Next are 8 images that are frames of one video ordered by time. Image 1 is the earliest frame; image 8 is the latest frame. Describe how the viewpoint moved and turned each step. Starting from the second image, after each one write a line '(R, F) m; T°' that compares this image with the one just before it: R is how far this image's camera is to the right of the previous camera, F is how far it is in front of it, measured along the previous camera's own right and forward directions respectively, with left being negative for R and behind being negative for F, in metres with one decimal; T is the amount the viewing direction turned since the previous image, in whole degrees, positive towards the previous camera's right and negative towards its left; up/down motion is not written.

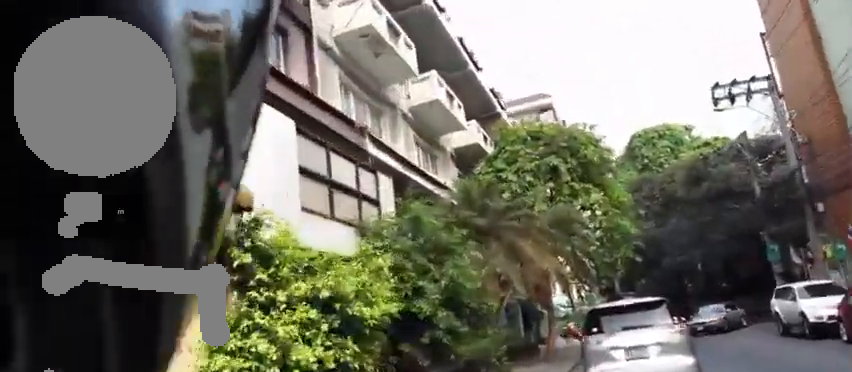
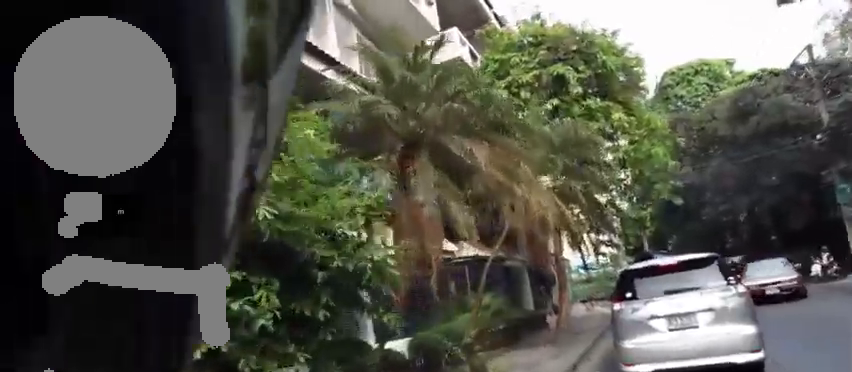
(+0.5, +4.7) m; +6°
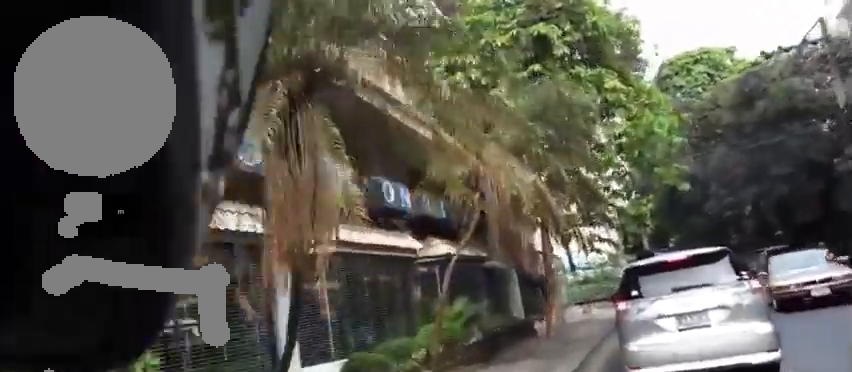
(0.0, +2.7) m; 0°
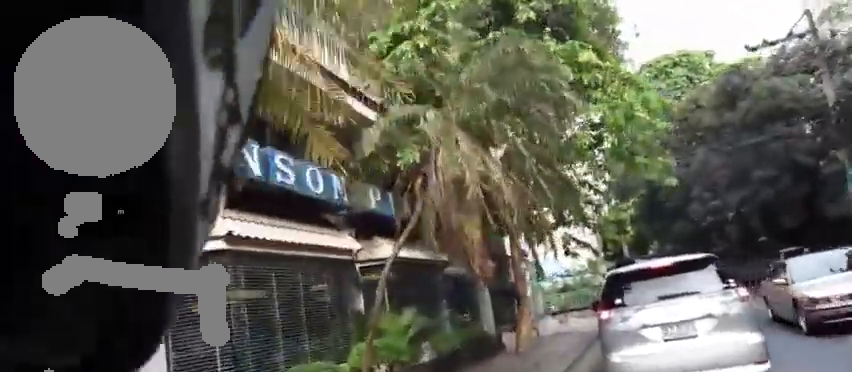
(0.0, +2.2) m; -1°
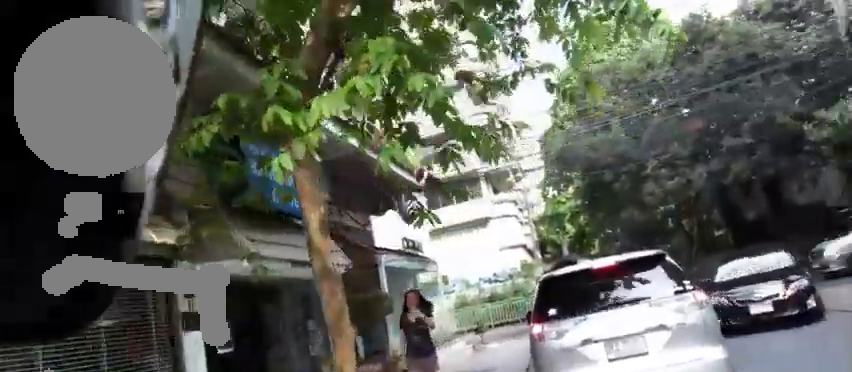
(-0.3, +8.9) m; -4°
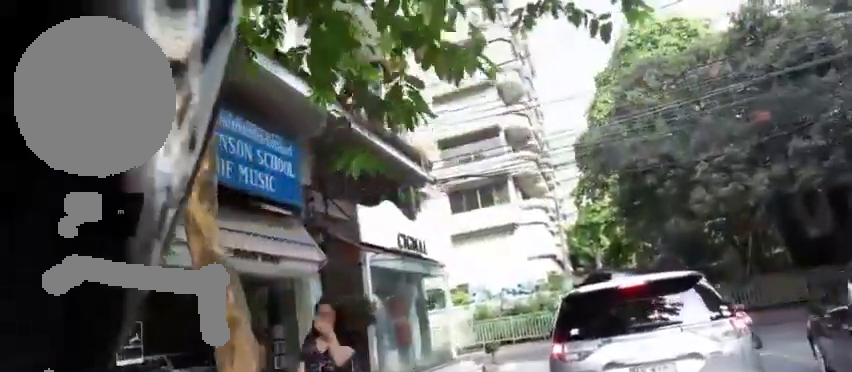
(-0.1, +2.7) m; -4°
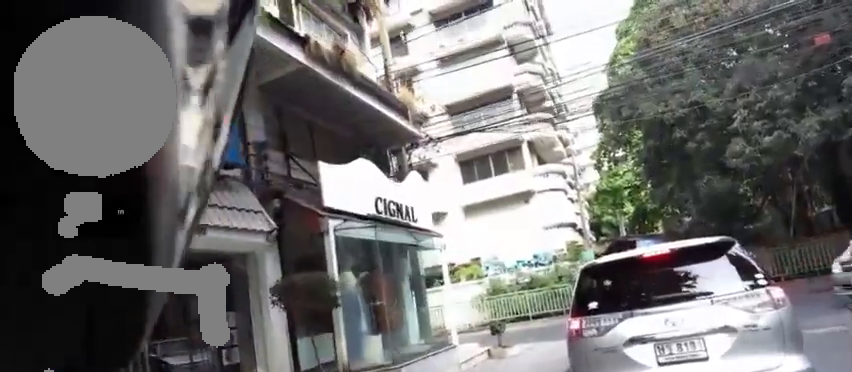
(-0.1, +2.4) m; +3°
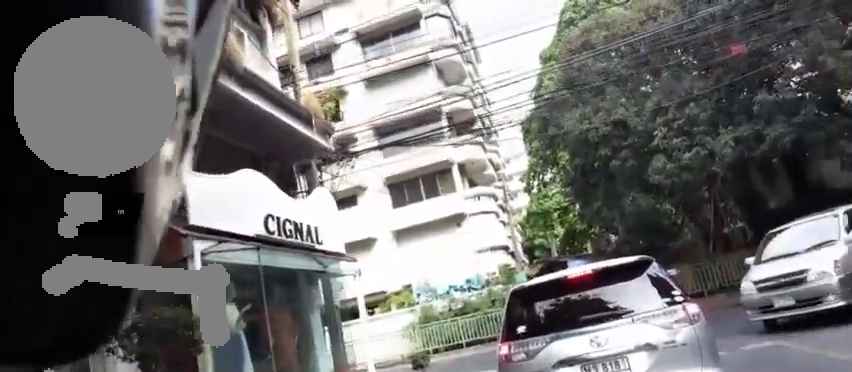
(-0.1, +1.9) m; +10°
